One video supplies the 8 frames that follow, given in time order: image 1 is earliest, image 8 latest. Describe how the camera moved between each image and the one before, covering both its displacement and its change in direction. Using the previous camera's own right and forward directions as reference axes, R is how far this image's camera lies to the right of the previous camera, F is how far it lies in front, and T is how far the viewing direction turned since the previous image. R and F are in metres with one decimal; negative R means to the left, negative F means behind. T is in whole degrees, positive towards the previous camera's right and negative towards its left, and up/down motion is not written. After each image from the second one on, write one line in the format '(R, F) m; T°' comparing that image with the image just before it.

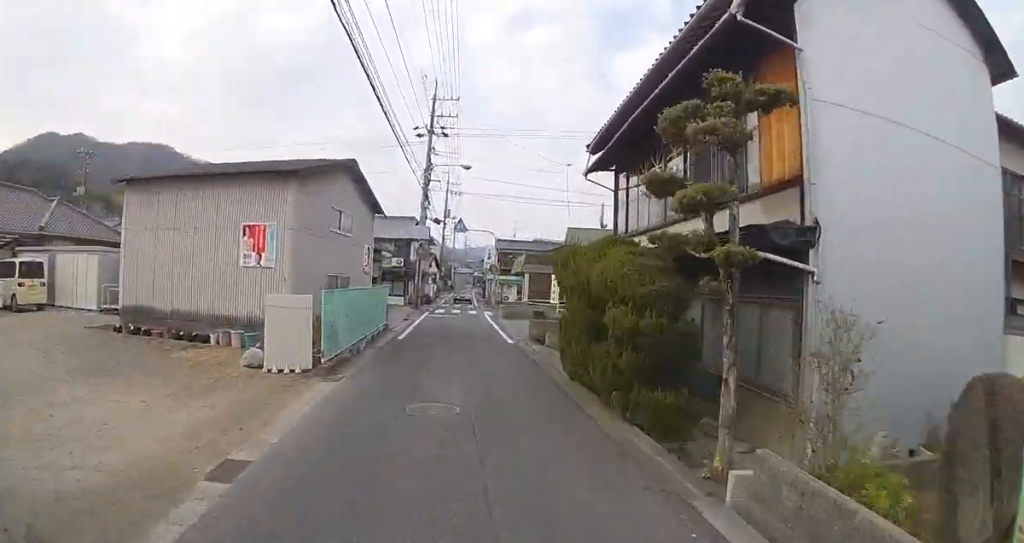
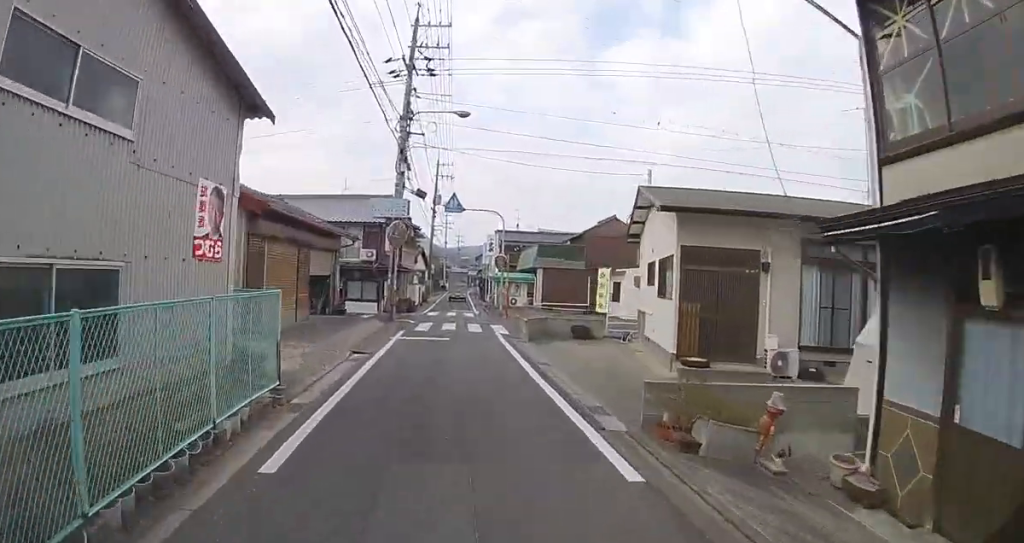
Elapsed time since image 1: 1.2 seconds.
(+0.1, +9.8) m; 0°
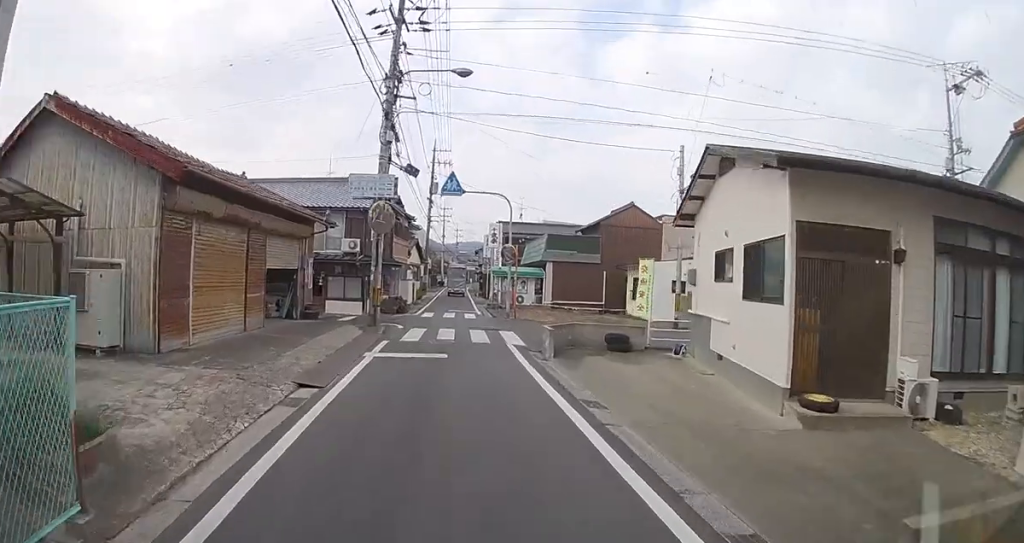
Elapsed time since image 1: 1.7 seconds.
(0.0, +4.1) m; +1°
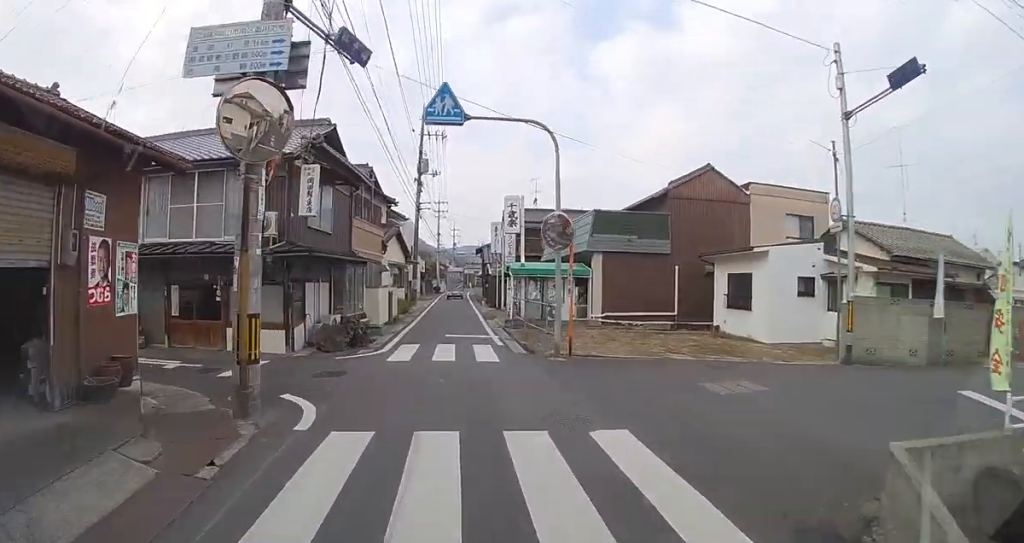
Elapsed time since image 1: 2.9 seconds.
(+0.4, +10.2) m; +4°
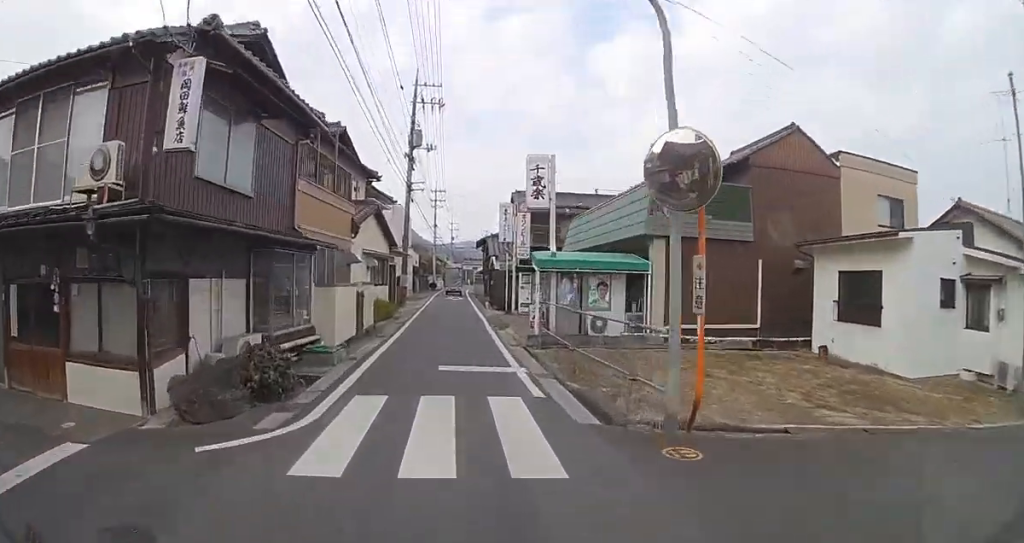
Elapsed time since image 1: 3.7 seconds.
(+0.2, +6.1) m; +1°
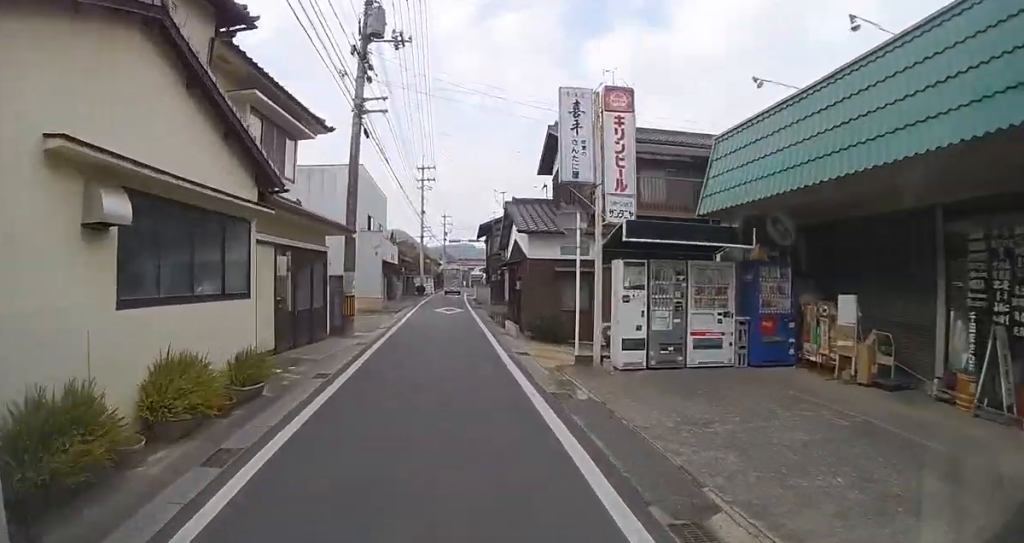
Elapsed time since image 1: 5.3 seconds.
(-0.3, +13.5) m; -1°
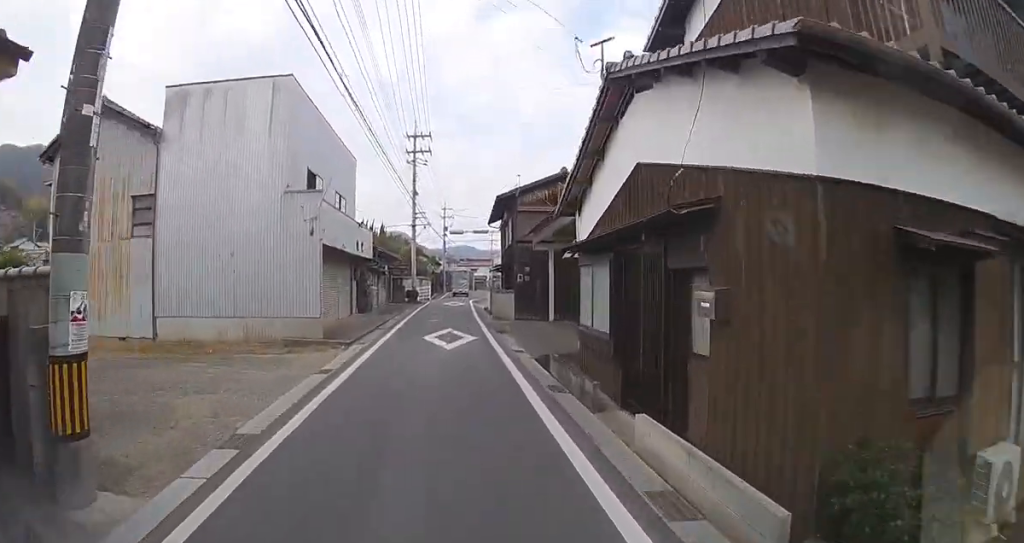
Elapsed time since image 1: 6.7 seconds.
(+0.2, +10.8) m; +1°
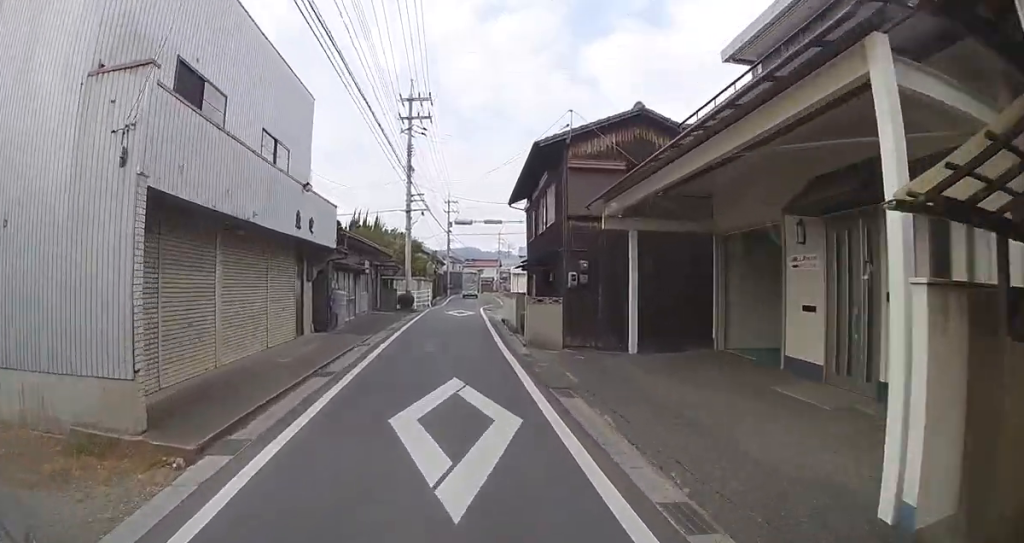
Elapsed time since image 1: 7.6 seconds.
(0.0, +7.8) m; 0°
